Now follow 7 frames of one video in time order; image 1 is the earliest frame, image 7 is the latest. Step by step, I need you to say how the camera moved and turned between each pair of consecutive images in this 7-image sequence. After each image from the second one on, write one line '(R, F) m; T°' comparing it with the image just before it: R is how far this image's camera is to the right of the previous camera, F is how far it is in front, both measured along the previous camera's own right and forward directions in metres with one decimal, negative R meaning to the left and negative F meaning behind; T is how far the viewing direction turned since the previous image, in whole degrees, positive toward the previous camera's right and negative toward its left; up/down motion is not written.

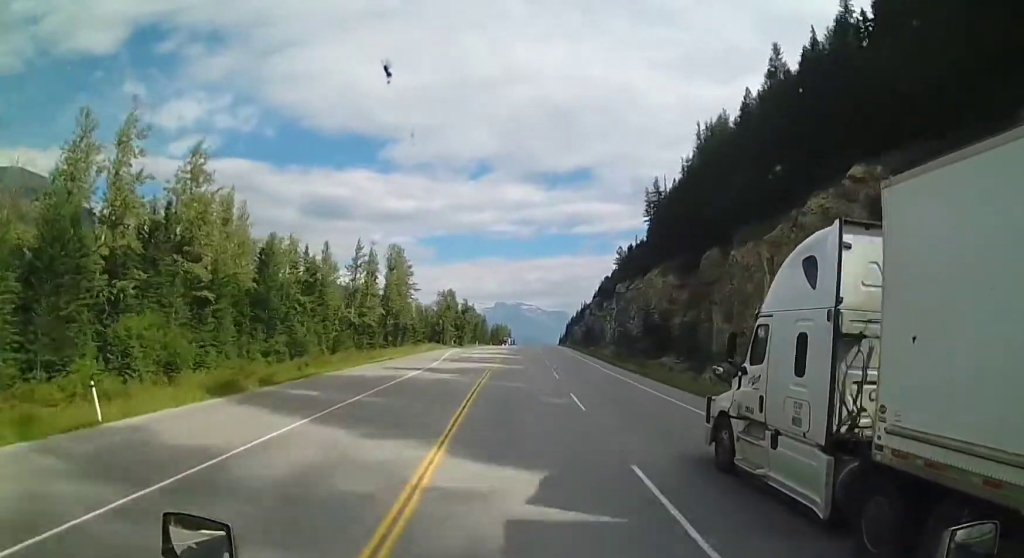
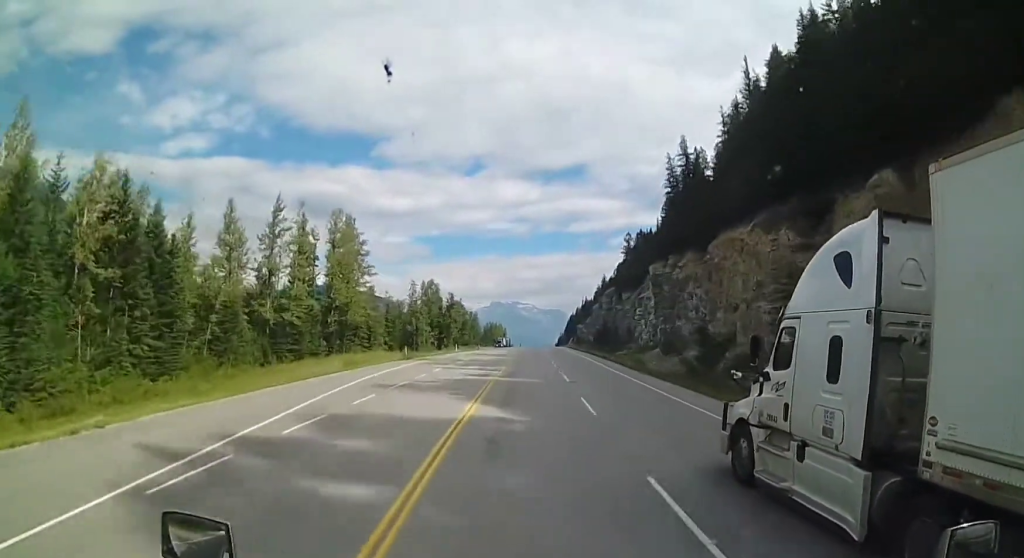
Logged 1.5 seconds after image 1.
(-0.9, +40.7) m; -1°
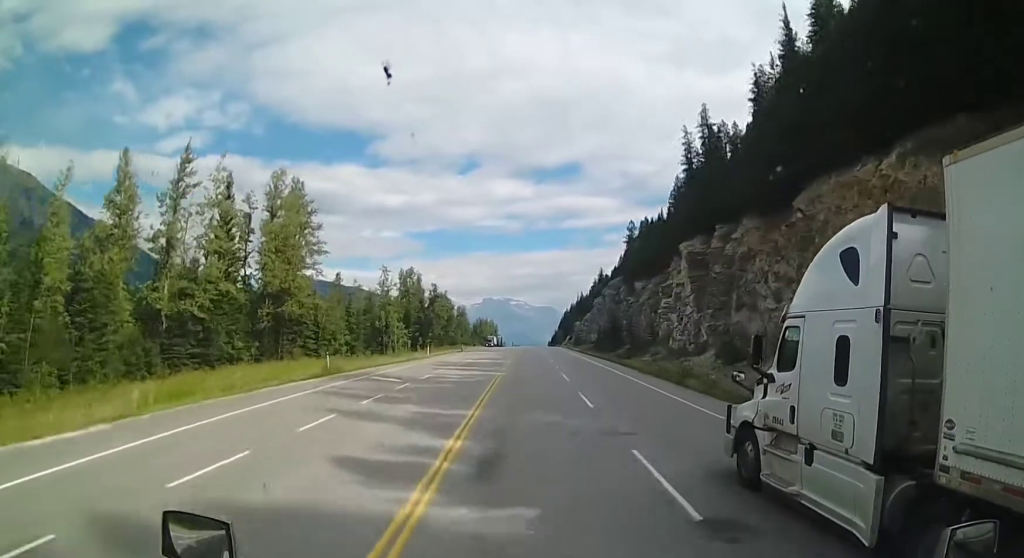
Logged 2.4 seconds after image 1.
(+0.2, +24.0) m; 0°
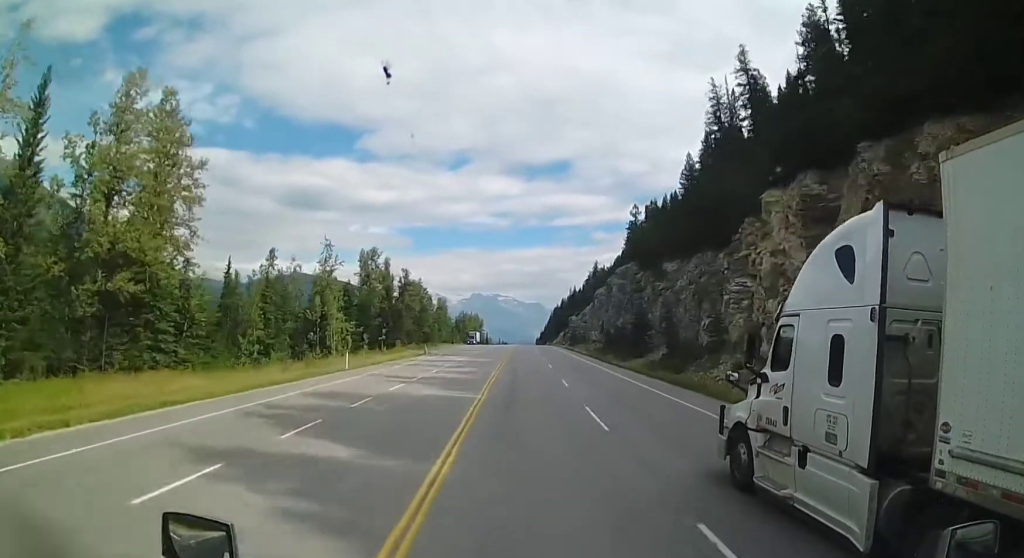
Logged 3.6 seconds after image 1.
(-0.1, +31.3) m; +1°
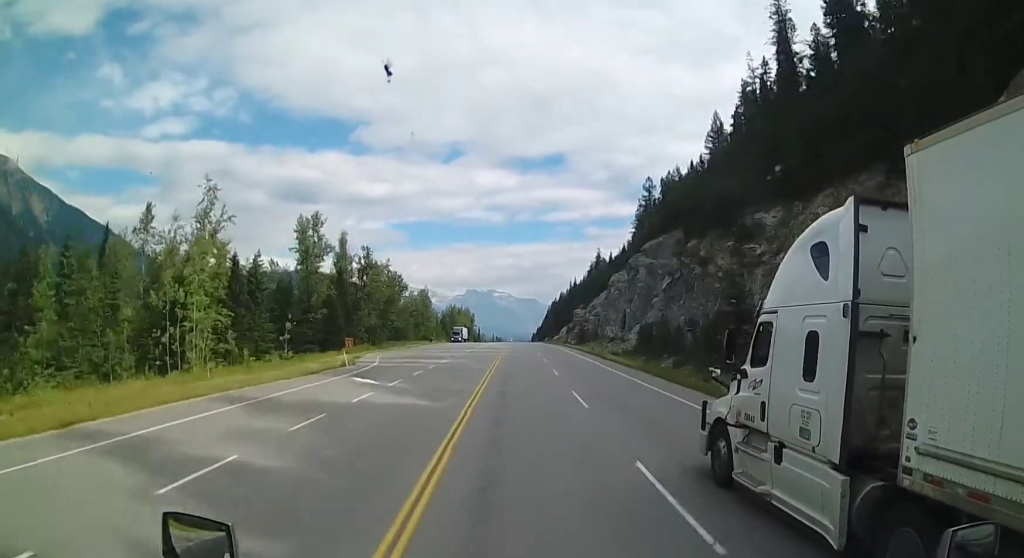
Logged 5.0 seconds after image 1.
(+1.0, +35.2) m; +4°
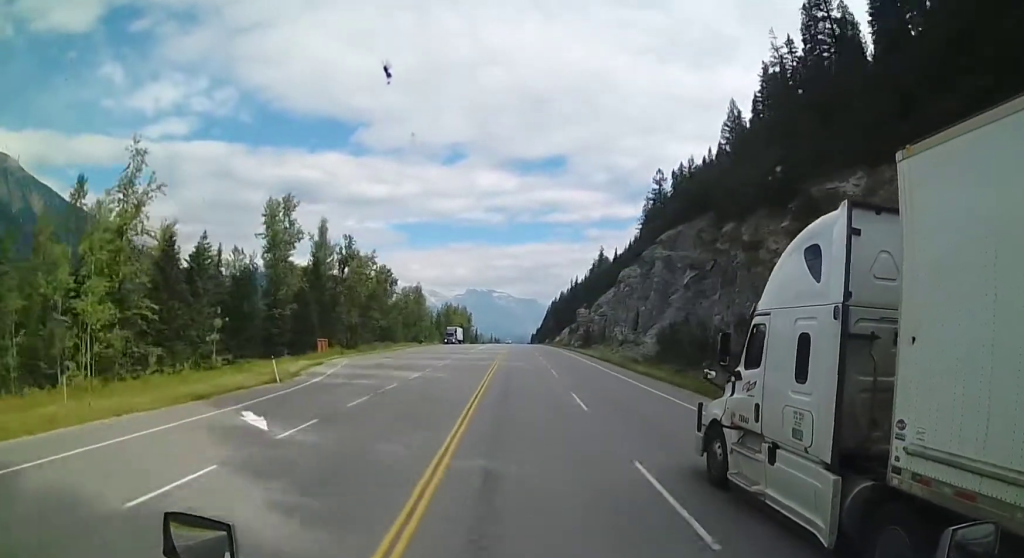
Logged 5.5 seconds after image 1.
(+0.2, +12.9) m; +1°
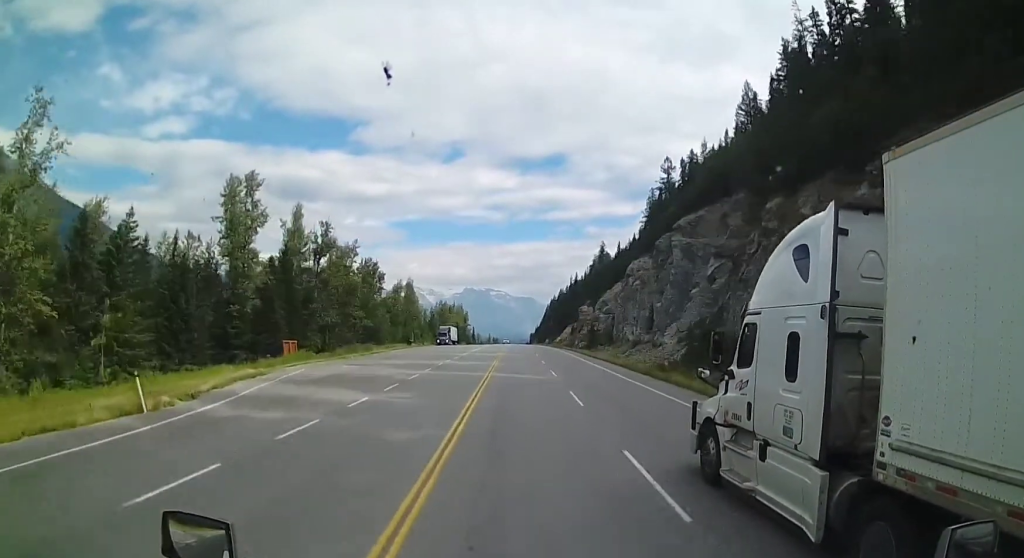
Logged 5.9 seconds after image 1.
(+0.2, +12.1) m; +1°
